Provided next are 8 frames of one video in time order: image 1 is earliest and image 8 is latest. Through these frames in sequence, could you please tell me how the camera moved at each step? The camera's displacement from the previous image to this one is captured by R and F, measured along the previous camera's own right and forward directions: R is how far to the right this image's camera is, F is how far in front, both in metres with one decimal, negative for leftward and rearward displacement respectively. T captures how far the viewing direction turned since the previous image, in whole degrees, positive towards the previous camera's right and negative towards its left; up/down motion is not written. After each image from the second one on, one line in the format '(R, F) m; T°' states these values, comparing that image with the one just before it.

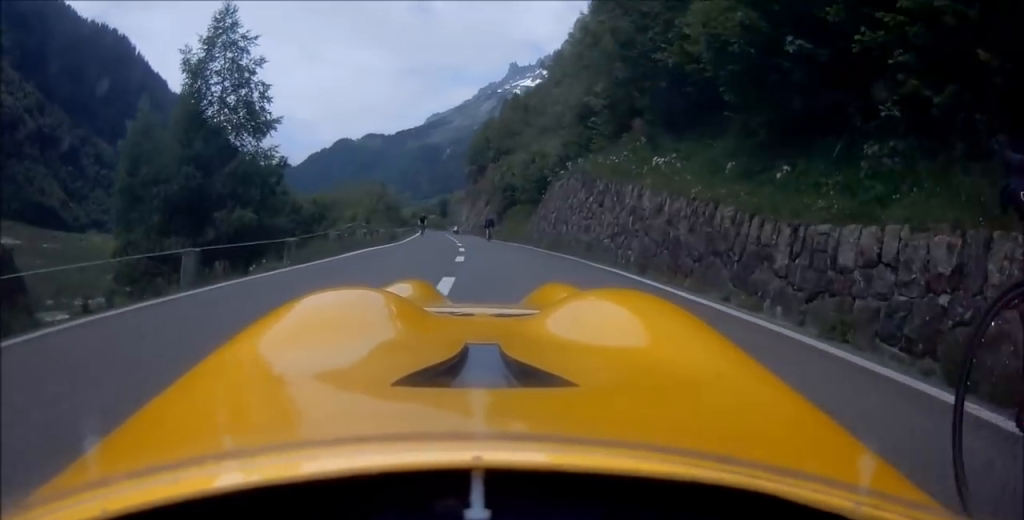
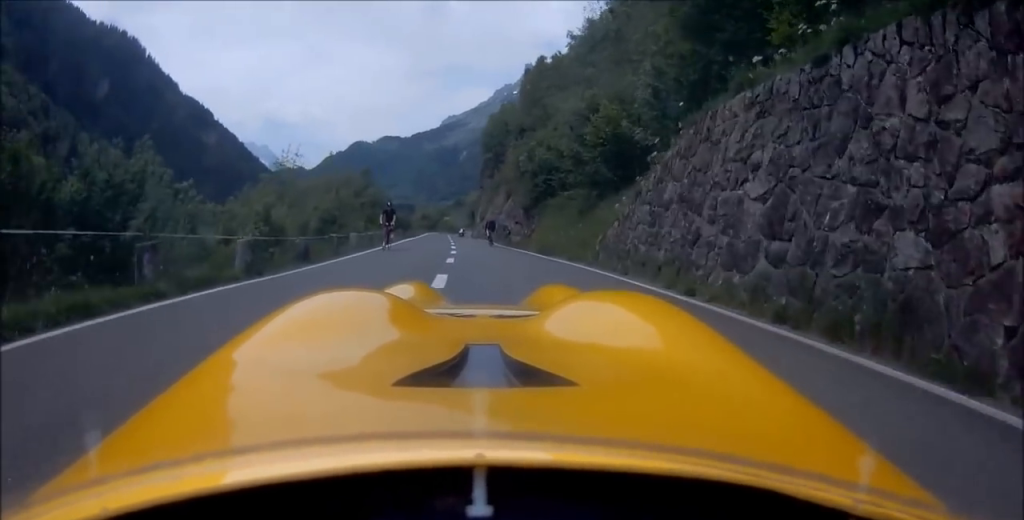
(-0.5, +16.9) m; -2°
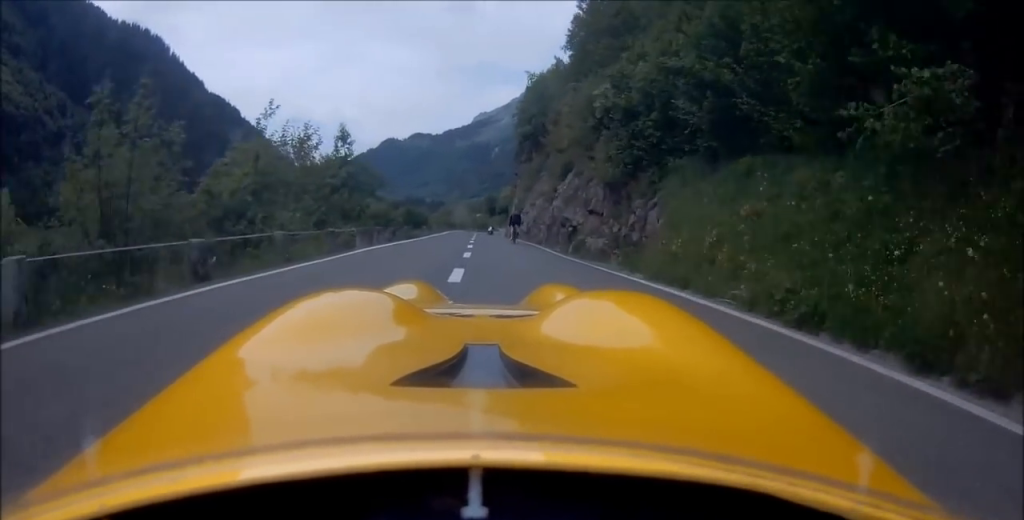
(+0.1, +17.1) m; -2°
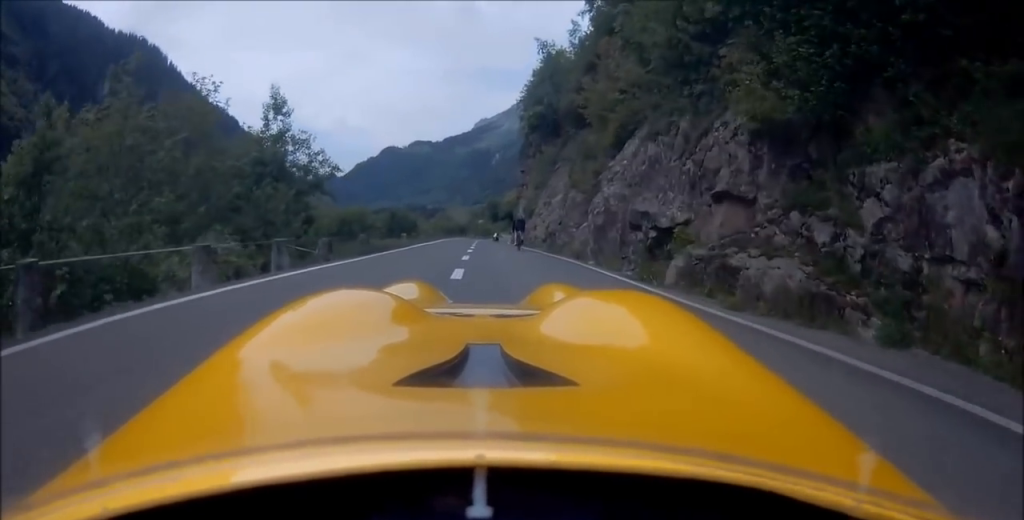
(-0.5, +10.9) m; -1°
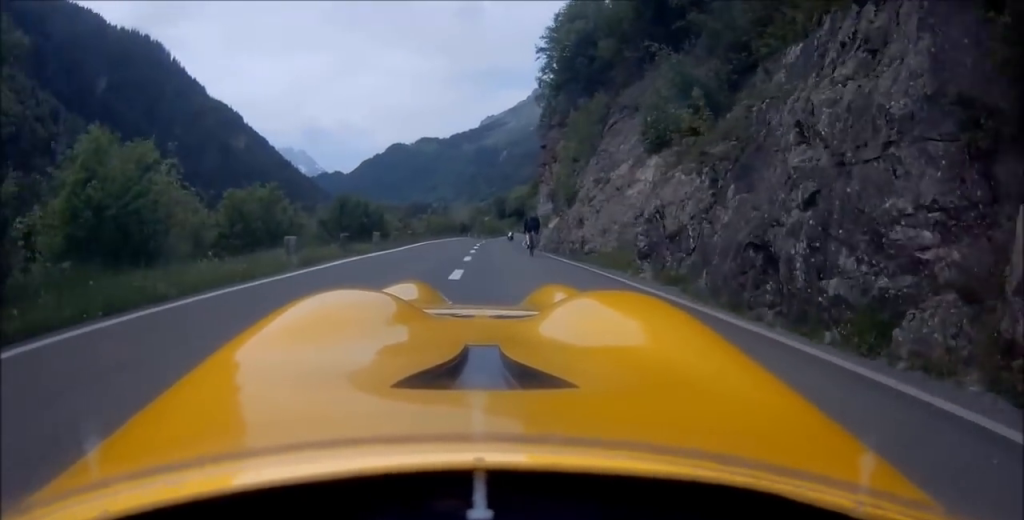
(-0.2, +17.6) m; +1°
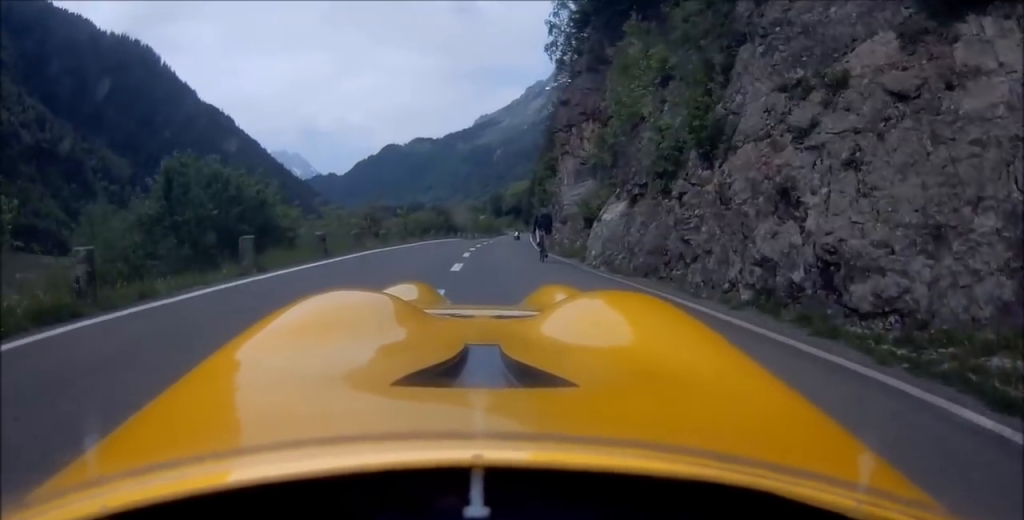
(+0.2, +16.1) m; +2°
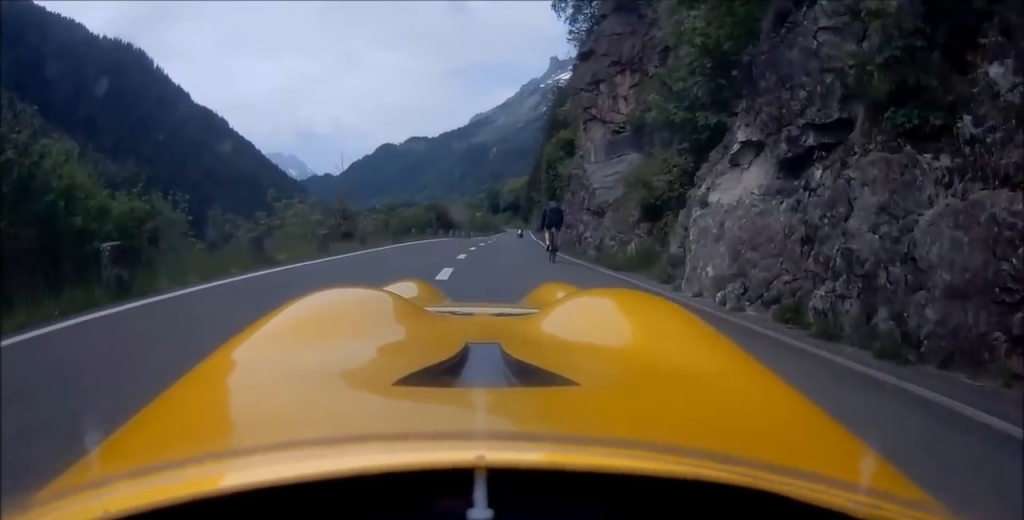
(+0.4, +8.5) m; 0°
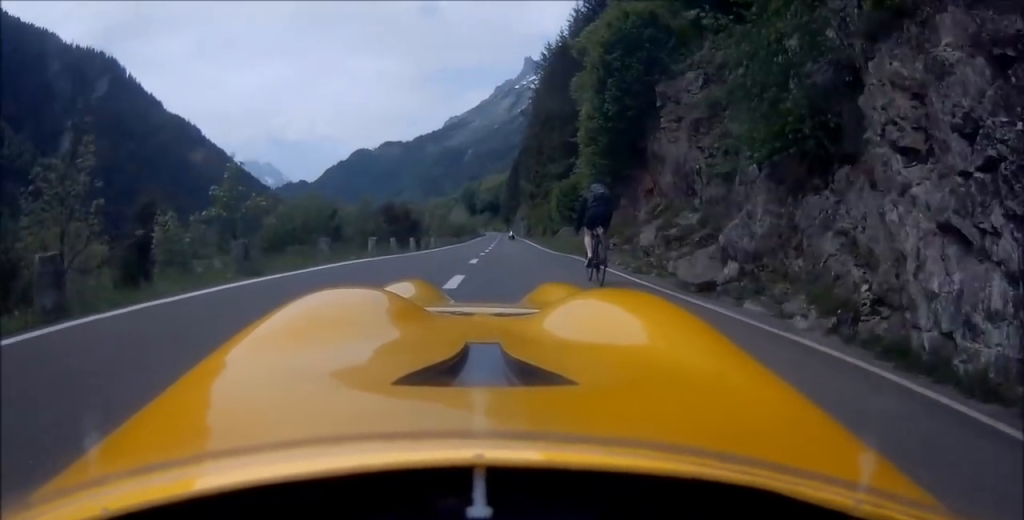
(-0.2, +24.2) m; -1°
